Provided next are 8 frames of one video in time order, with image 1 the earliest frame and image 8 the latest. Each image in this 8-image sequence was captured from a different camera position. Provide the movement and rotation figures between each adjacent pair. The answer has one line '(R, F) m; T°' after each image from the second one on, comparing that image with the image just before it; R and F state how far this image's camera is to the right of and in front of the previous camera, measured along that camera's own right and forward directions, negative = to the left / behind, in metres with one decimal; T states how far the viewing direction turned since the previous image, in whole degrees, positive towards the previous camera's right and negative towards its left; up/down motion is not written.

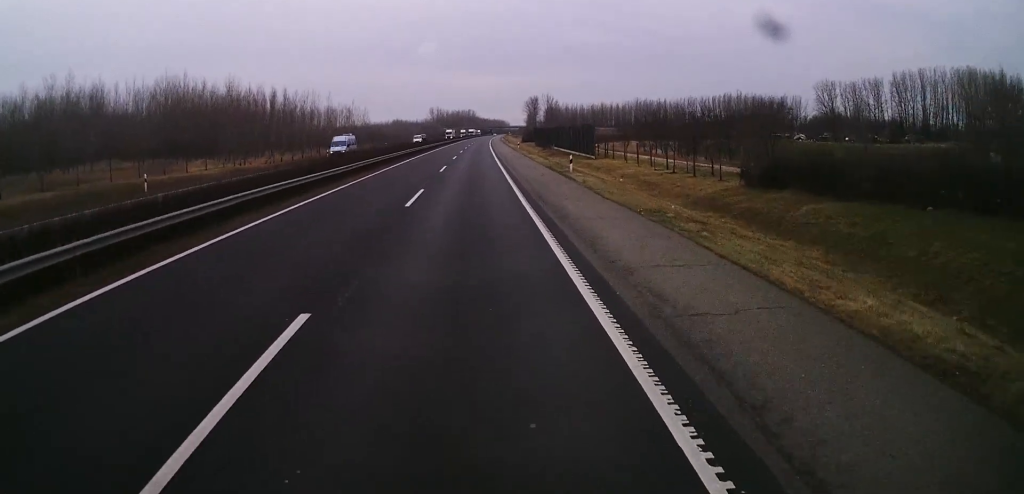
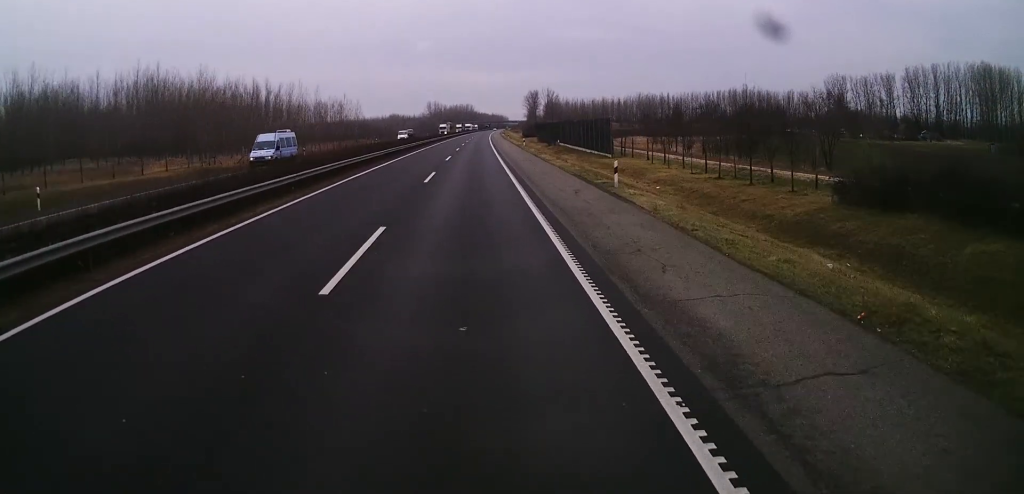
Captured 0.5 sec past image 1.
(+0.1, +11.7) m; 0°
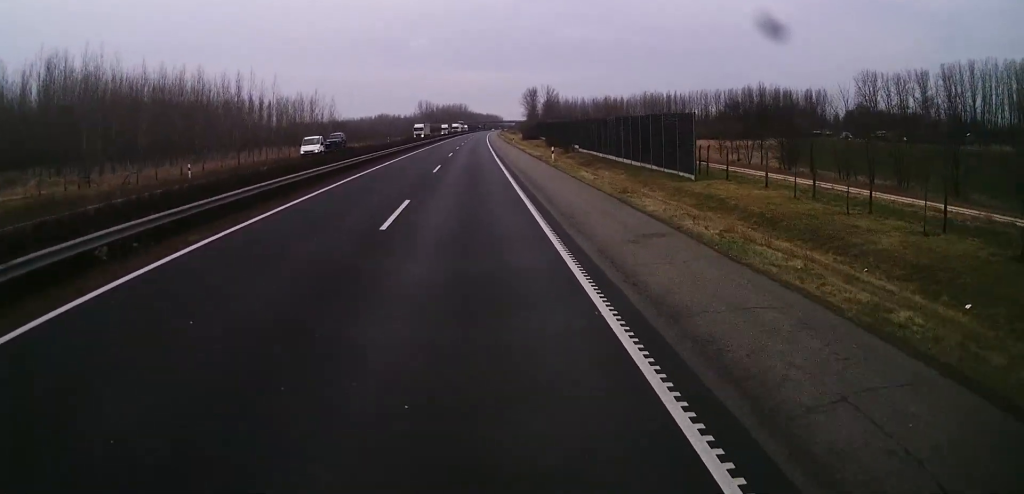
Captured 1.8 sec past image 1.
(-0.1, +31.8) m; 0°
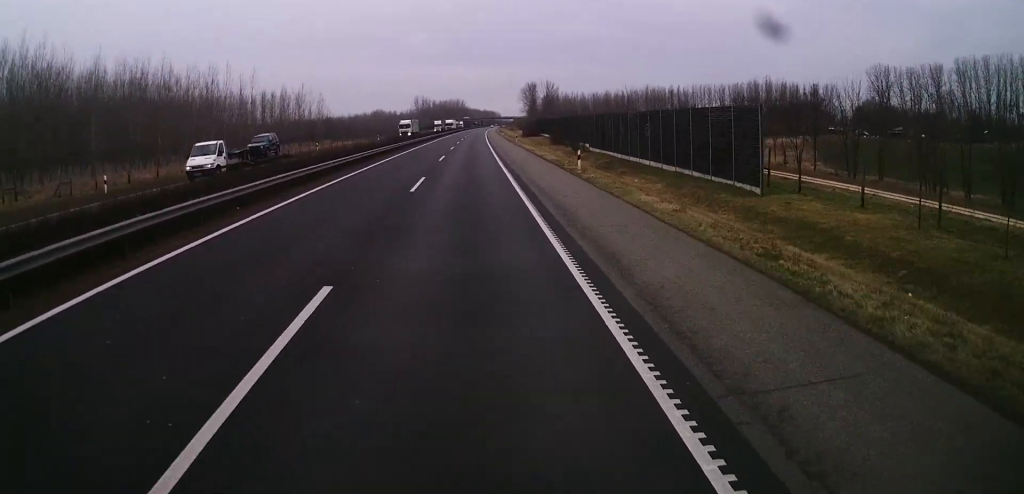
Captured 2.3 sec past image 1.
(+0.1, +12.0) m; 0°
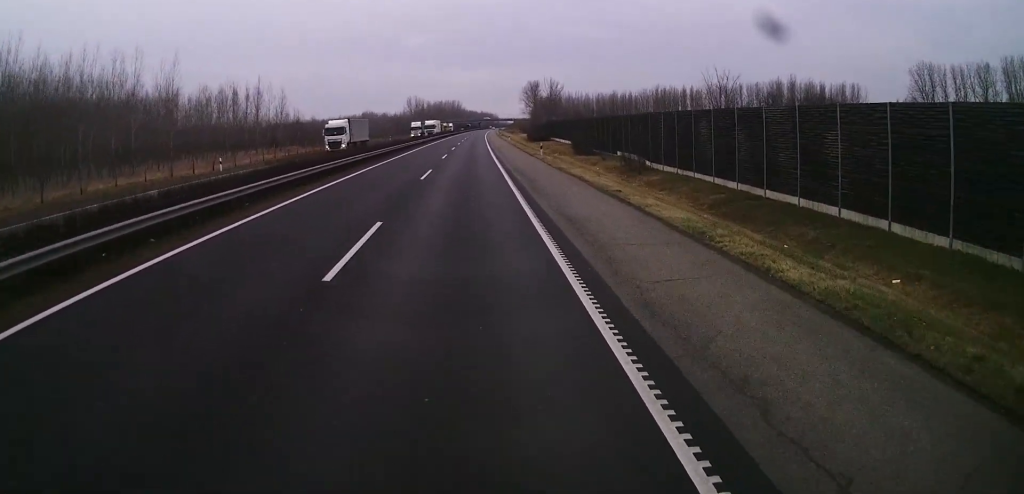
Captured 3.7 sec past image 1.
(+0.1, +34.6) m; 0°
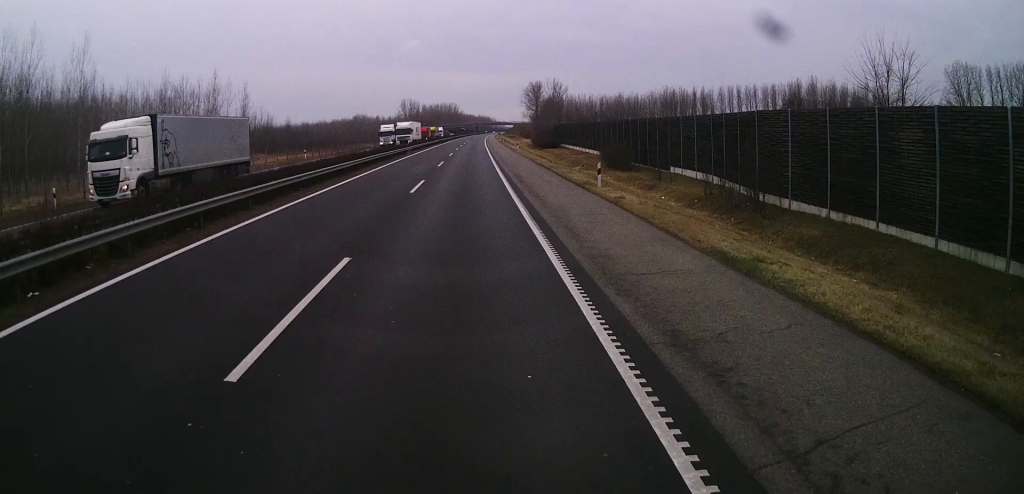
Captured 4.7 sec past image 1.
(+0.1, +25.9) m; +1°
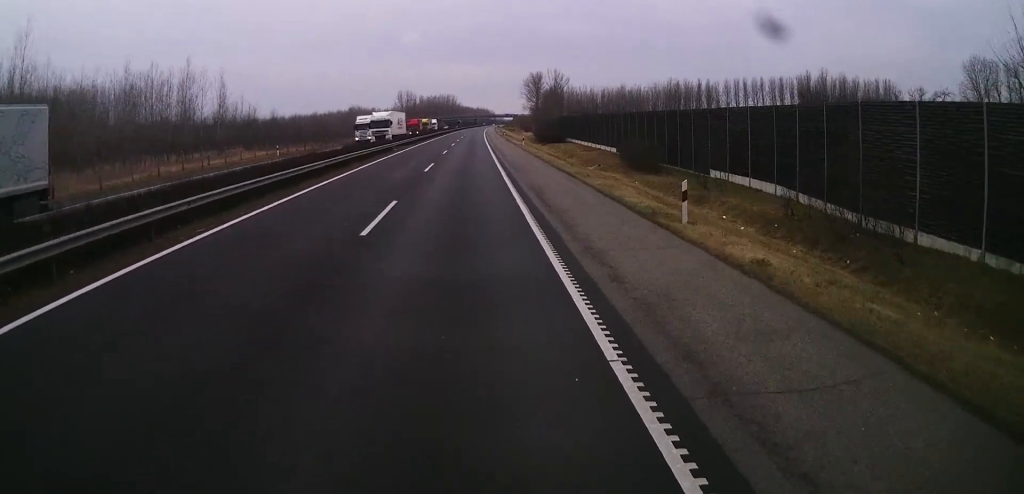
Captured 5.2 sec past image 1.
(+0.1, +12.6) m; 0°
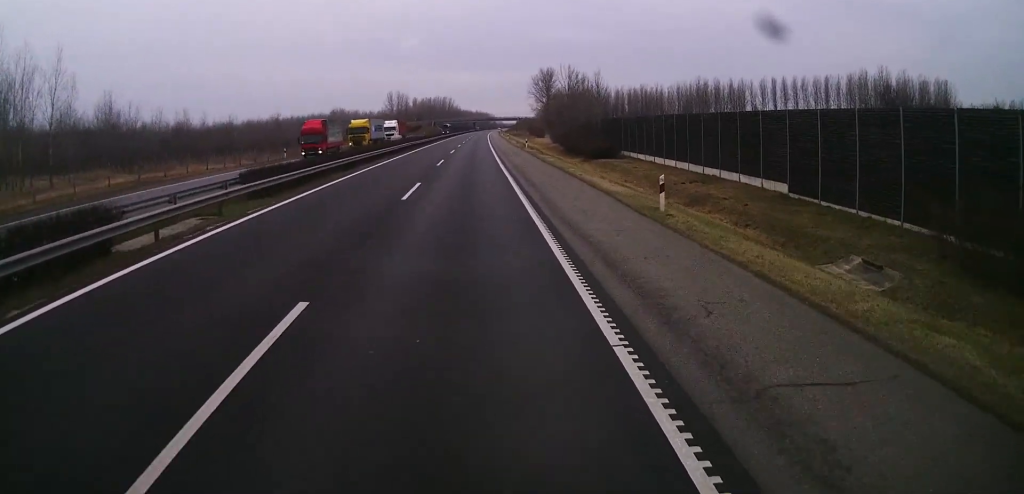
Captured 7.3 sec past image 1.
(-0.1, +49.7) m; 0°
